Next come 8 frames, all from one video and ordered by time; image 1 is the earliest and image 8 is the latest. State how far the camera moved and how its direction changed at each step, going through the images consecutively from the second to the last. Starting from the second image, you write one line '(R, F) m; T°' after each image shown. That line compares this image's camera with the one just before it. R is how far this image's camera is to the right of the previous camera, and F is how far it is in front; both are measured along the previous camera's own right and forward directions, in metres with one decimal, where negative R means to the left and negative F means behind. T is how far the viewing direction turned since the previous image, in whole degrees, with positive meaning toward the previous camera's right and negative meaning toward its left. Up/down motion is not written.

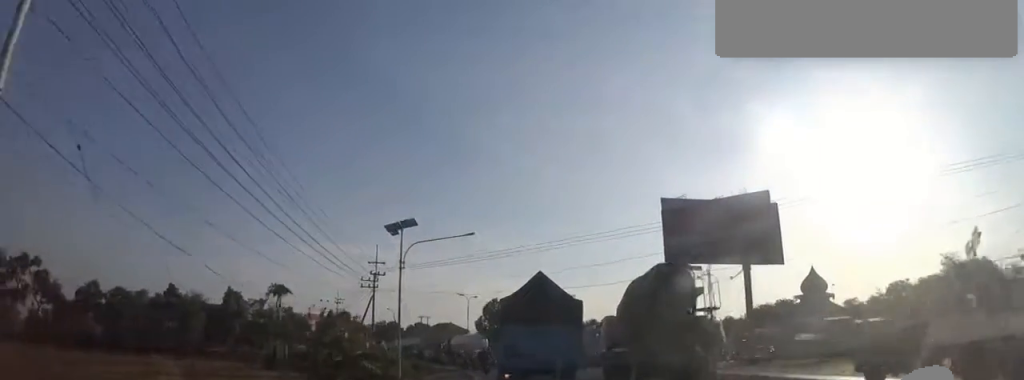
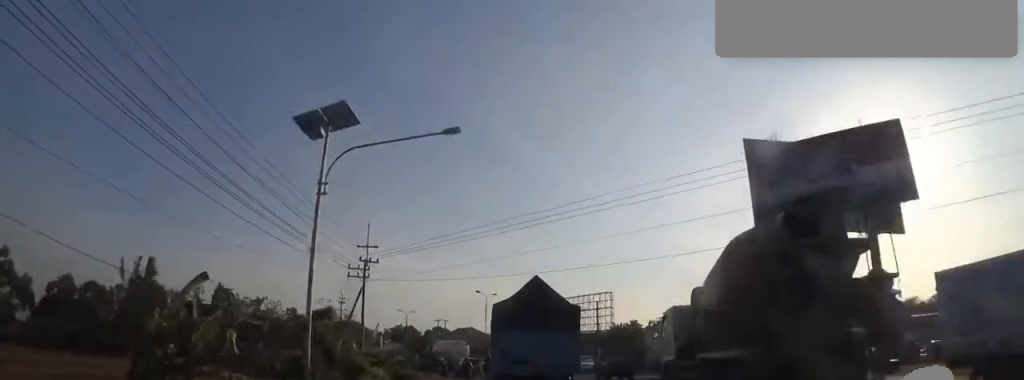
(-0.2, +11.1) m; -1°
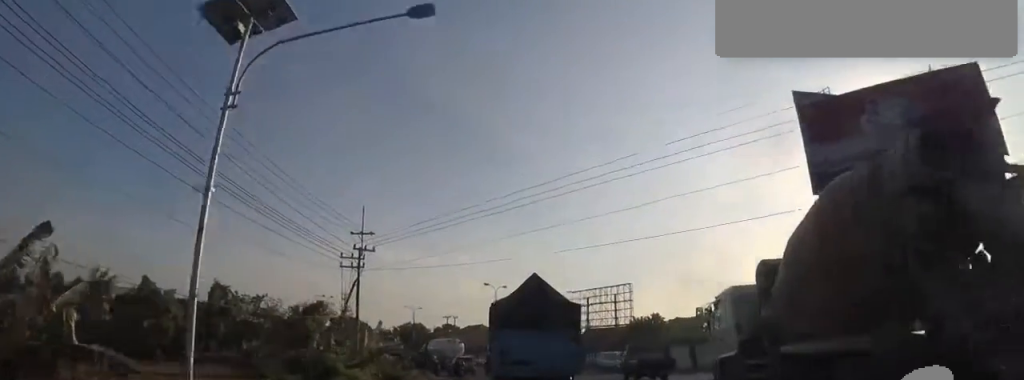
(0.0, +4.4) m; -1°
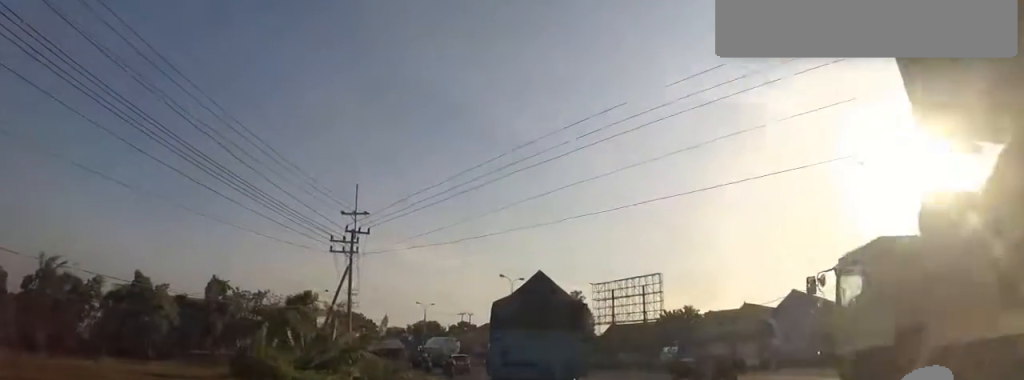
(+0.1, +5.5) m; -3°
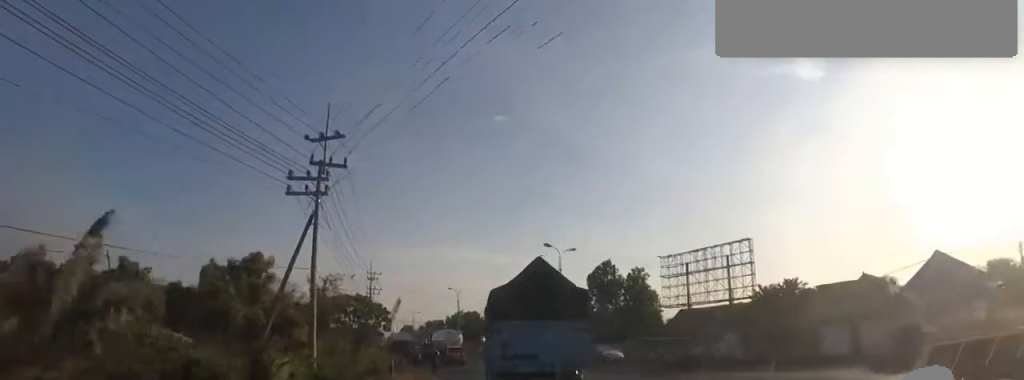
(-0.8, +11.5) m; -7°
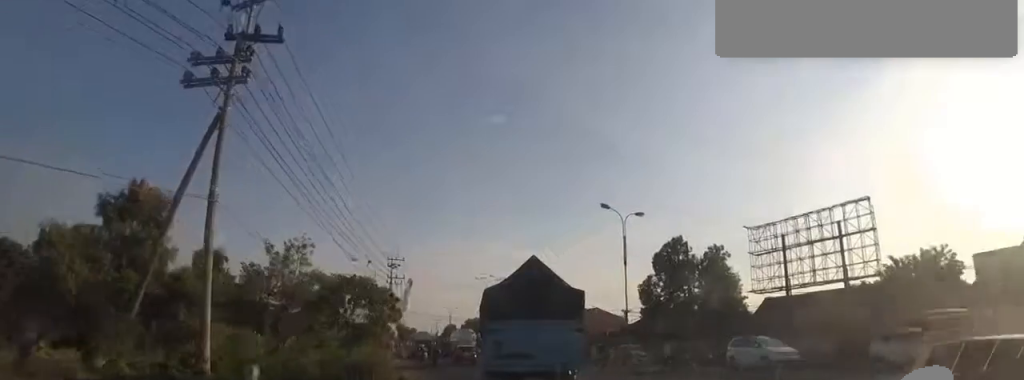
(-0.3, +10.1) m; -7°
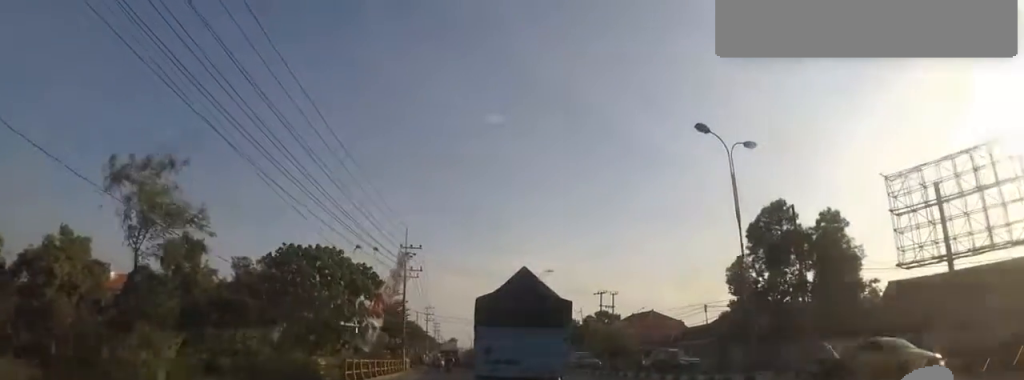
(-1.0, +11.5) m; -6°
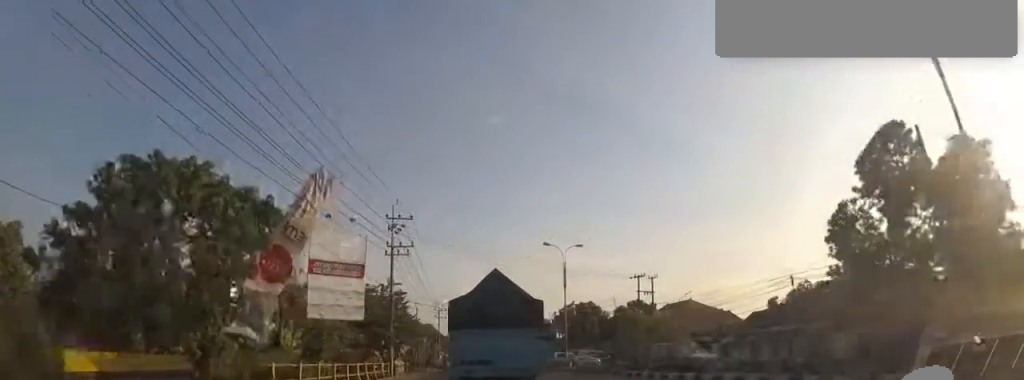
(0.0, +10.3) m; 0°
